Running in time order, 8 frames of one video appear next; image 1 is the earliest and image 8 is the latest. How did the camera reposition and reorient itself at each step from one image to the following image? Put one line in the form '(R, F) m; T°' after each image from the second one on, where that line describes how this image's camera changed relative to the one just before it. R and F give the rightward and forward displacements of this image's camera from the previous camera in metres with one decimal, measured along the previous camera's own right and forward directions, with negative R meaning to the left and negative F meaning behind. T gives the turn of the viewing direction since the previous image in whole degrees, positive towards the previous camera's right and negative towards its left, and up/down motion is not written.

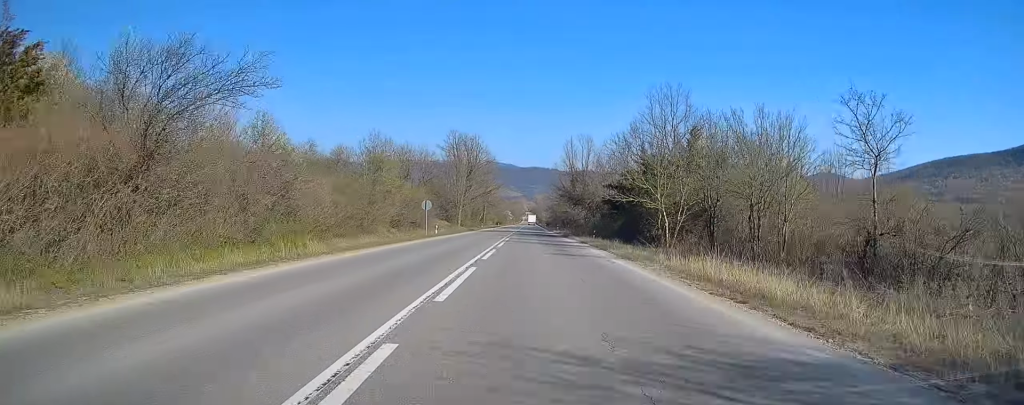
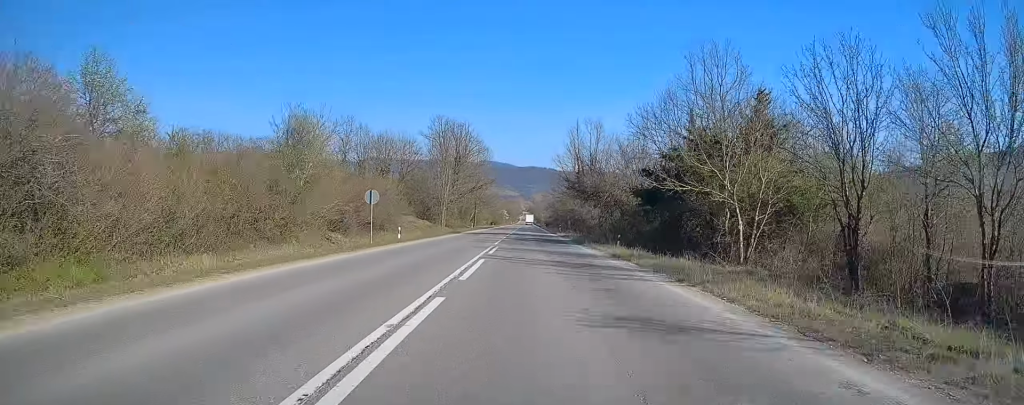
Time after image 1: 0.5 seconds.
(0.0, +14.6) m; 0°
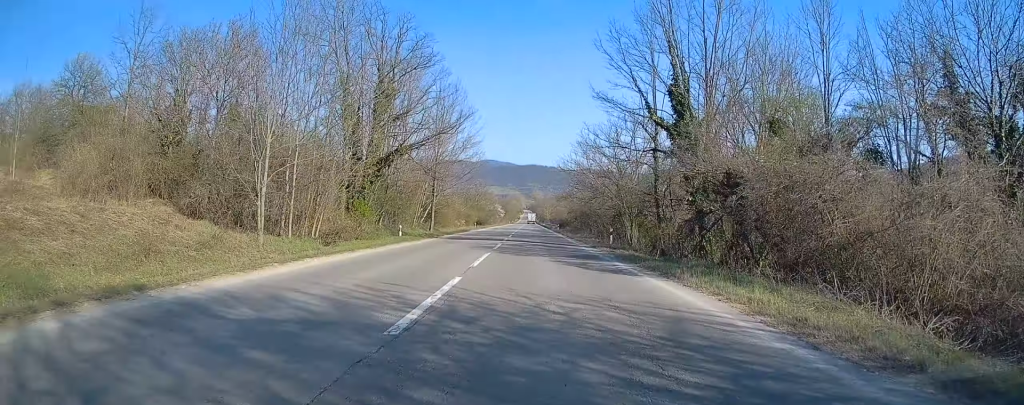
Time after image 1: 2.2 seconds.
(+0.7, +50.6) m; +1°
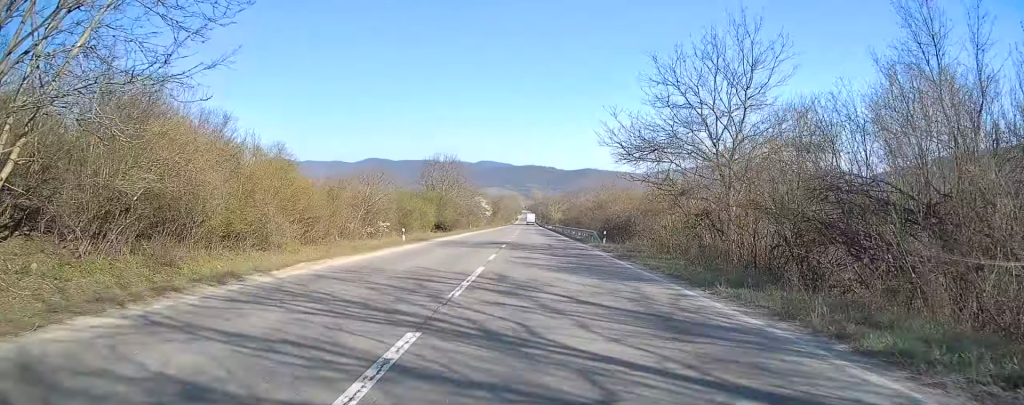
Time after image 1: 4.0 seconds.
(-0.4, +50.5) m; -1°
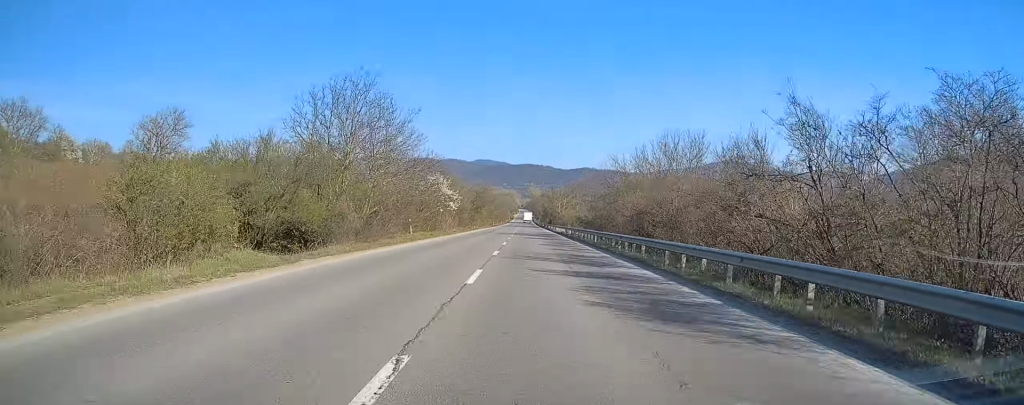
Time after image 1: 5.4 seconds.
(0.0, +42.6) m; +1°
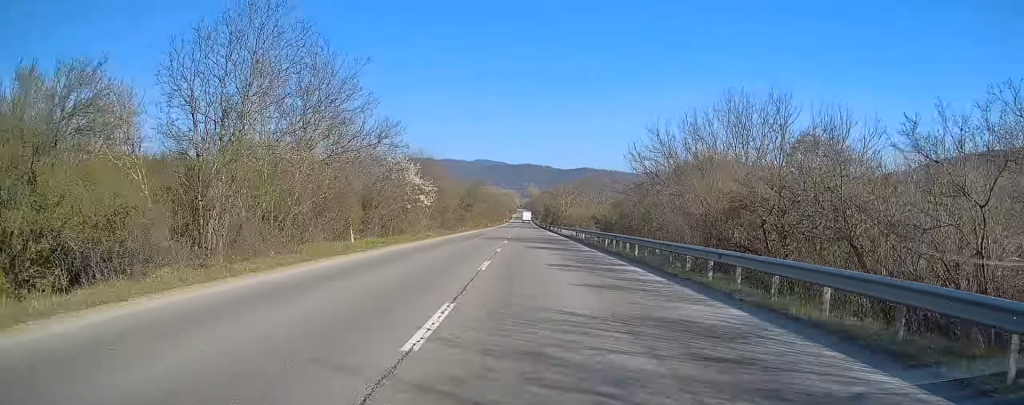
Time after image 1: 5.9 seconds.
(+0.2, +14.5) m; 0°
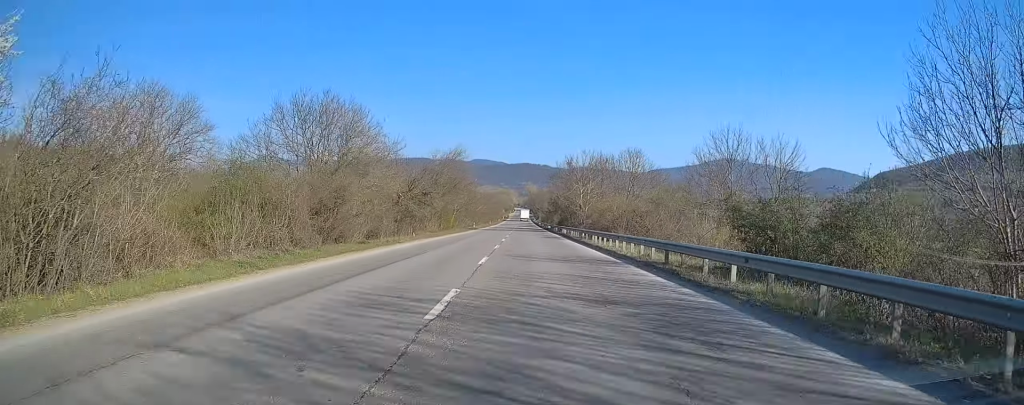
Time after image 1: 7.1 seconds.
(-0.1, +33.8) m; -1°
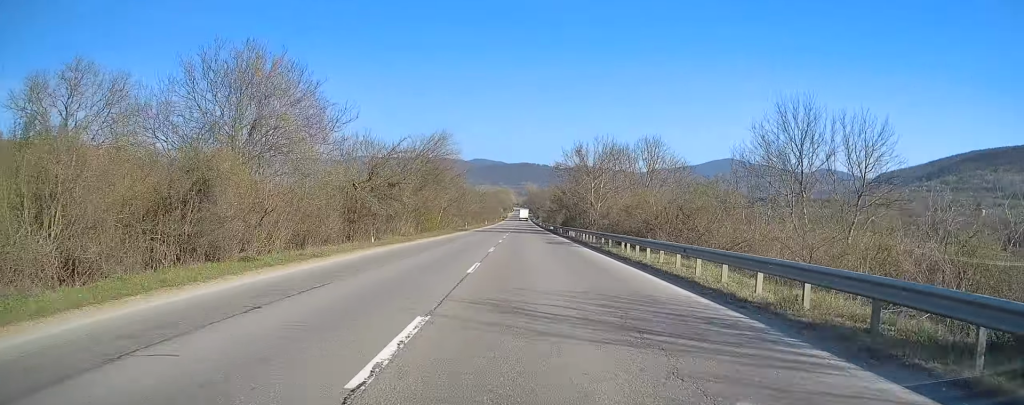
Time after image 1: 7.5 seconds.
(-0.1, +11.6) m; 0°
